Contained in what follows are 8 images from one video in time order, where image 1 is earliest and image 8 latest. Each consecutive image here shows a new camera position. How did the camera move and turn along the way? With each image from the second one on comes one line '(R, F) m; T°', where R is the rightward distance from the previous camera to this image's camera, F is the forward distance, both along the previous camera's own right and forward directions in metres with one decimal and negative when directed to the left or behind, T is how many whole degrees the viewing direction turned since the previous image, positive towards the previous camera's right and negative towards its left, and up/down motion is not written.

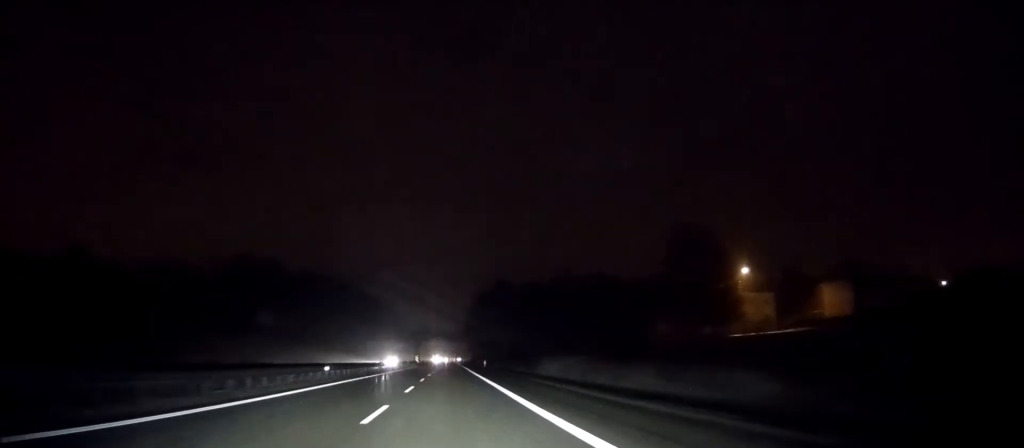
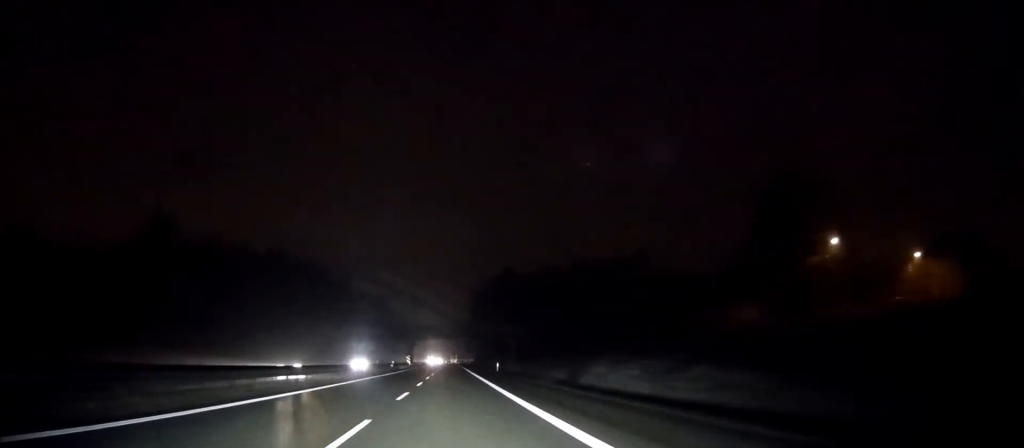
(0.0, +27.1) m; 0°
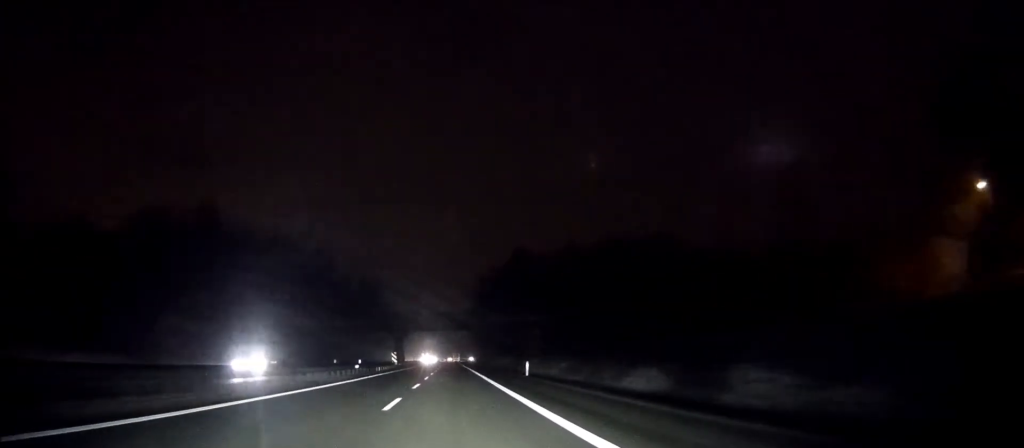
(+0.1, +27.9) m; 0°
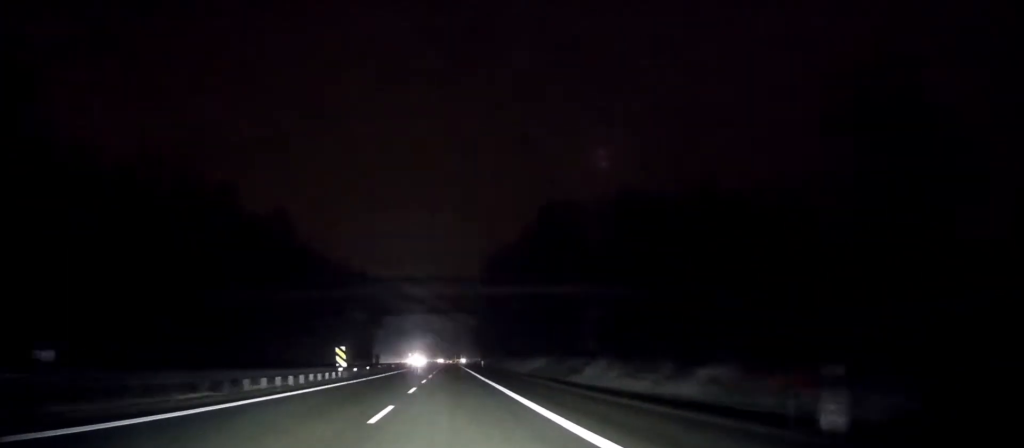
(0.0, +37.8) m; 0°
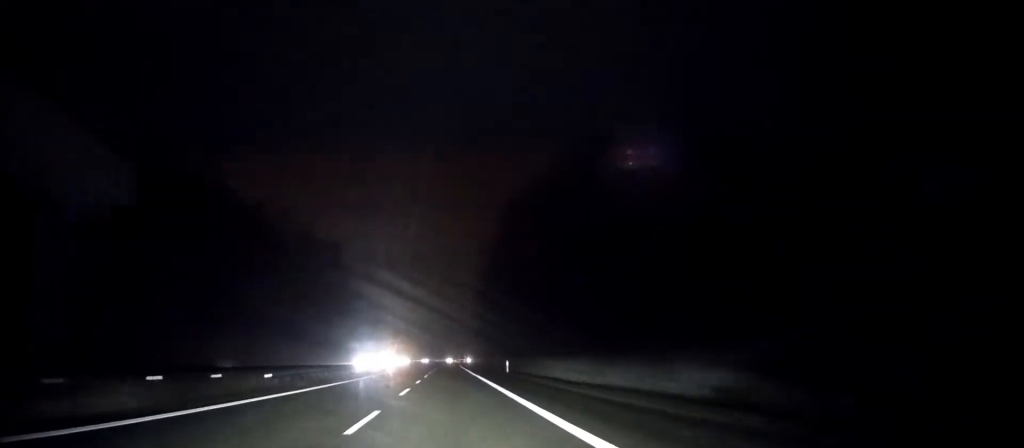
(-0.2, +48.6) m; 0°
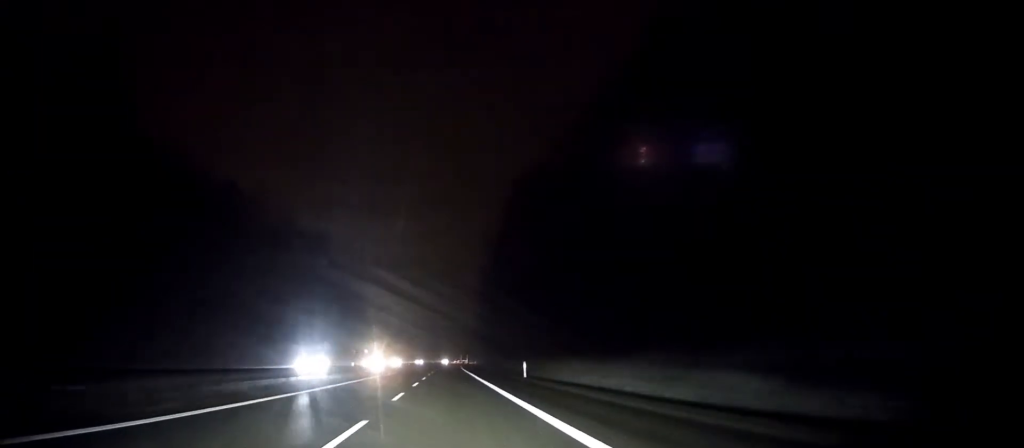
(+0.1, +13.6) m; 0°
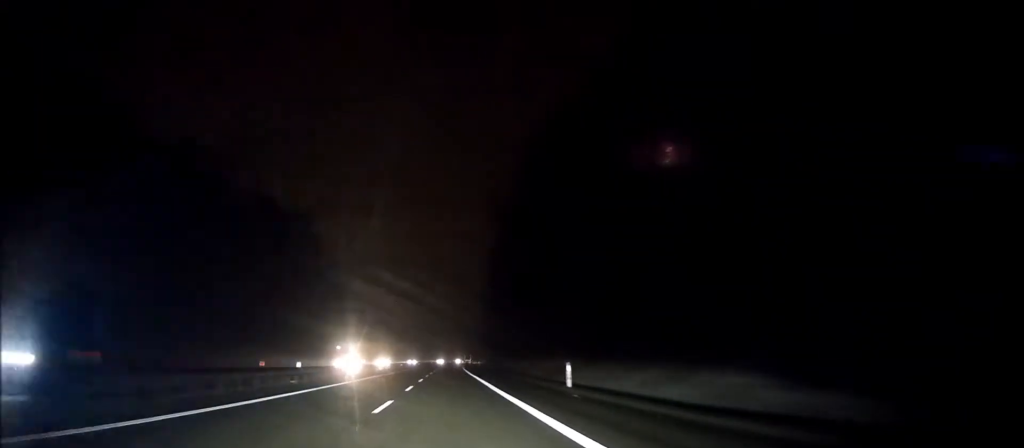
(0.0, +16.4) m; 0°
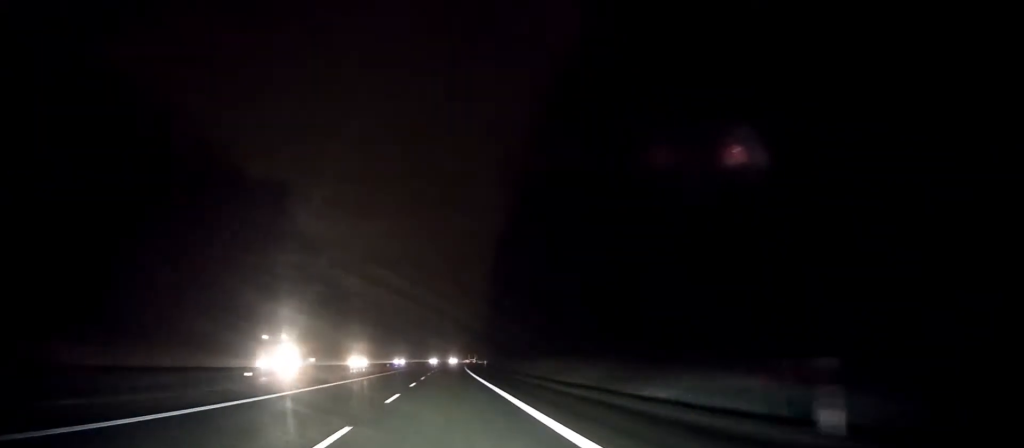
(-0.1, +19.9) m; 0°
